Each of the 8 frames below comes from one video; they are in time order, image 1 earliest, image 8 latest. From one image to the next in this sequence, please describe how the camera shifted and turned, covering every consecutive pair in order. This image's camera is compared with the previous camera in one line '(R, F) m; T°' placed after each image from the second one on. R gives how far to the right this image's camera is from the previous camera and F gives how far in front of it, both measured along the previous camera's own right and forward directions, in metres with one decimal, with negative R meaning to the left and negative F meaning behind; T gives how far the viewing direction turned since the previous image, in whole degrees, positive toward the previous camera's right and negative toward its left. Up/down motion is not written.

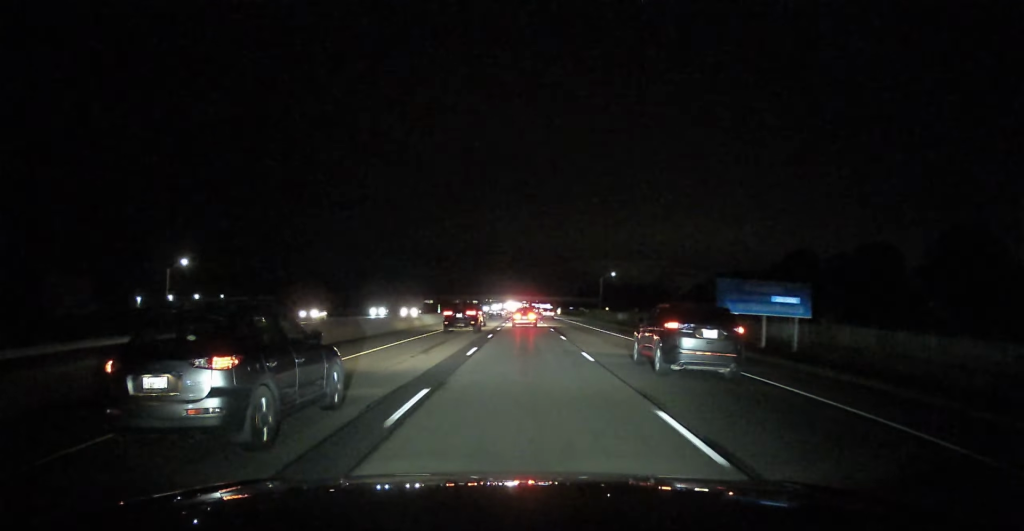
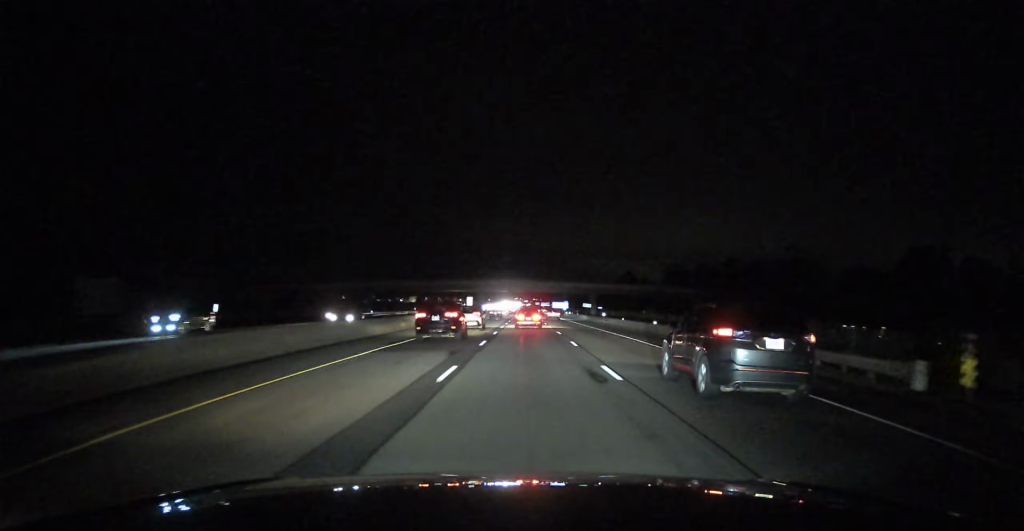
(-0.1, +155.1) m; 0°
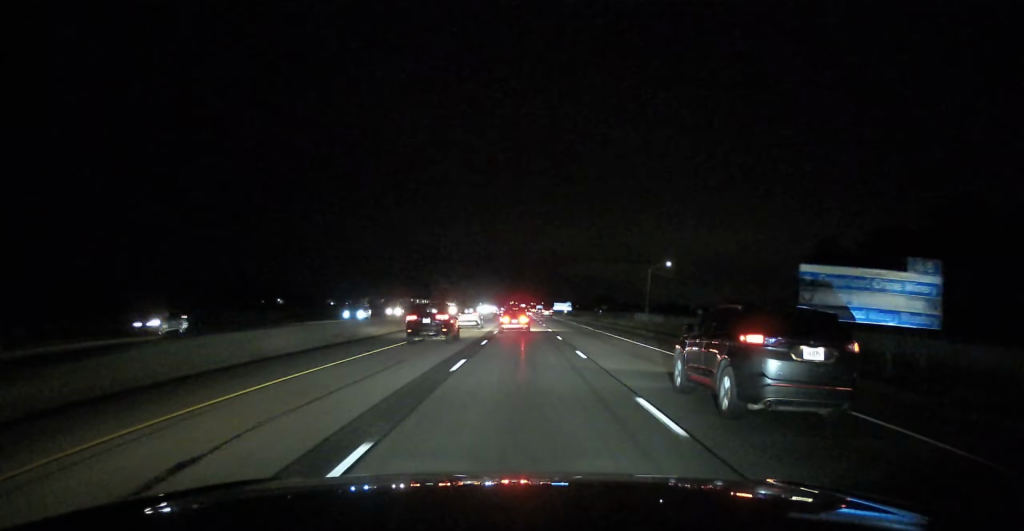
(-0.1, +221.4) m; 0°
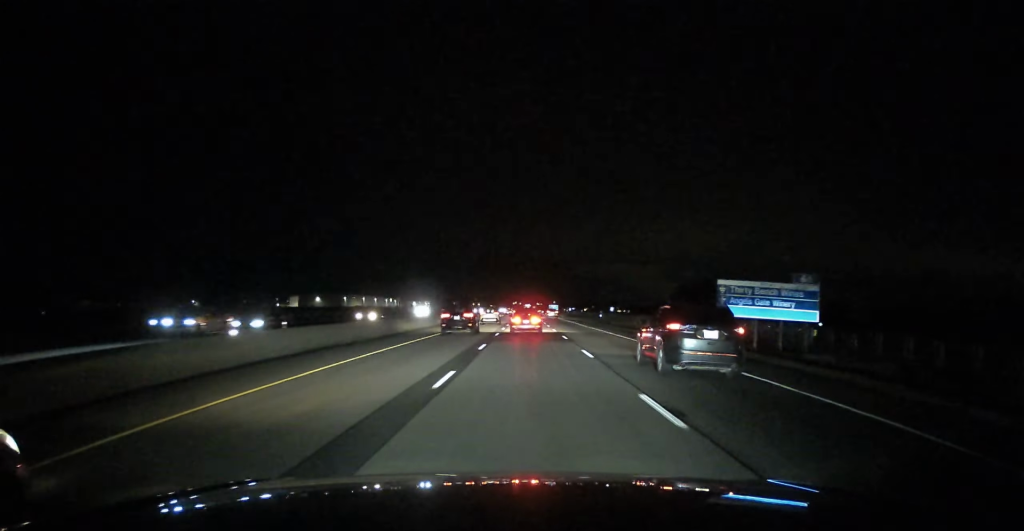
(+0.1, +172.0) m; 0°
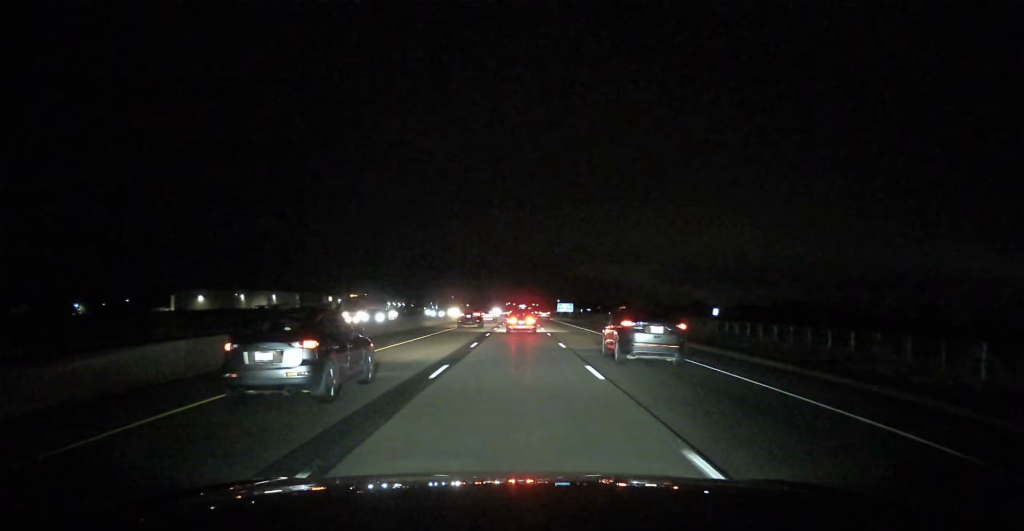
(0.0, +111.1) m; 0°
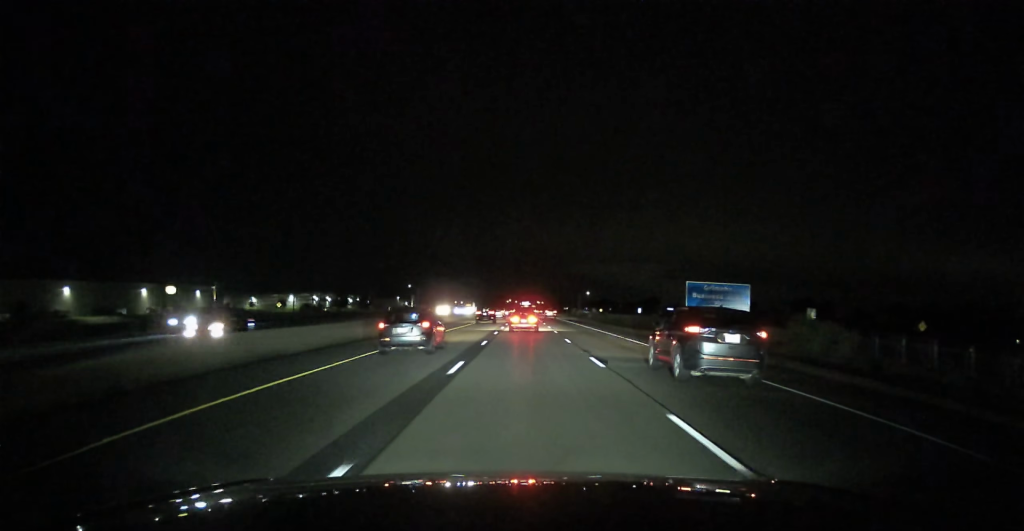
(-0.4, +136.0) m; 0°
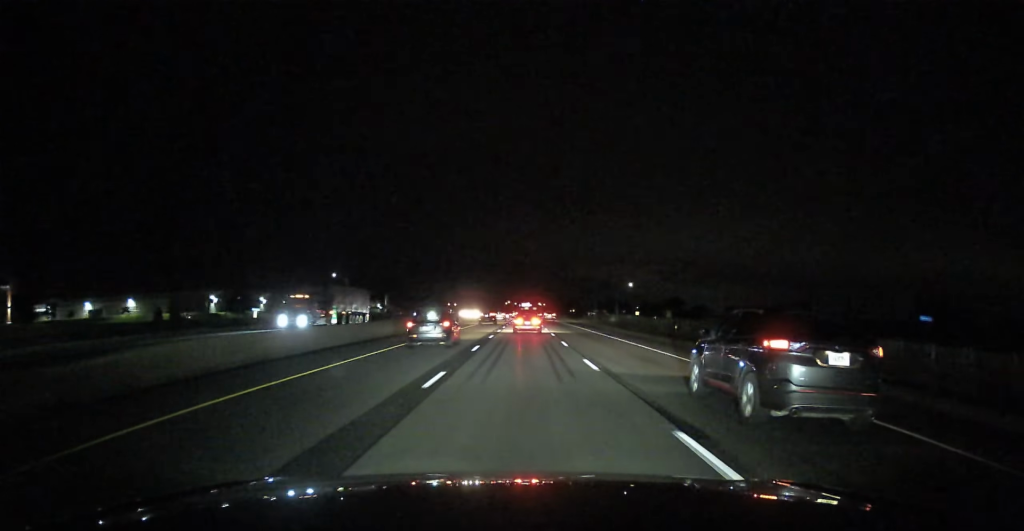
(-0.4, +114.6) m; 0°
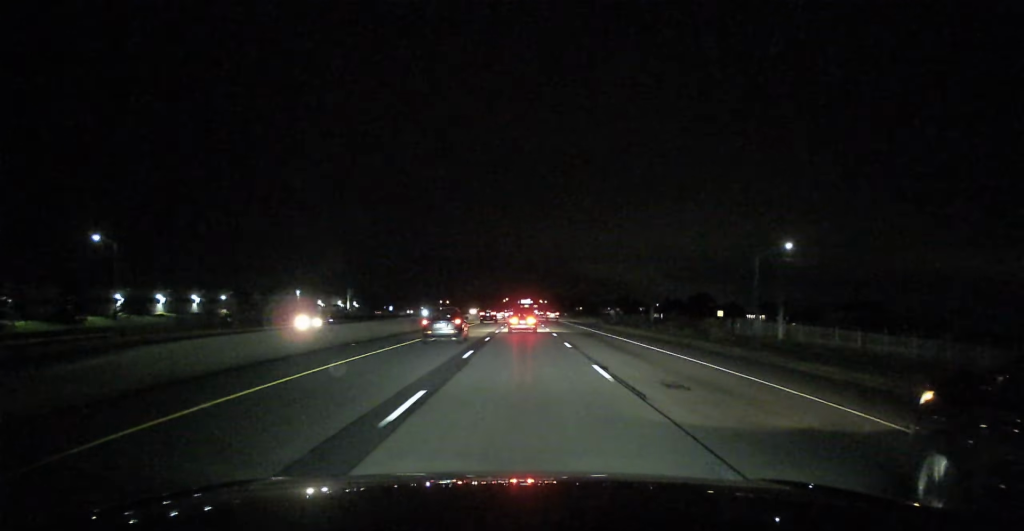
(+0.4, +121.0) m; 0°
